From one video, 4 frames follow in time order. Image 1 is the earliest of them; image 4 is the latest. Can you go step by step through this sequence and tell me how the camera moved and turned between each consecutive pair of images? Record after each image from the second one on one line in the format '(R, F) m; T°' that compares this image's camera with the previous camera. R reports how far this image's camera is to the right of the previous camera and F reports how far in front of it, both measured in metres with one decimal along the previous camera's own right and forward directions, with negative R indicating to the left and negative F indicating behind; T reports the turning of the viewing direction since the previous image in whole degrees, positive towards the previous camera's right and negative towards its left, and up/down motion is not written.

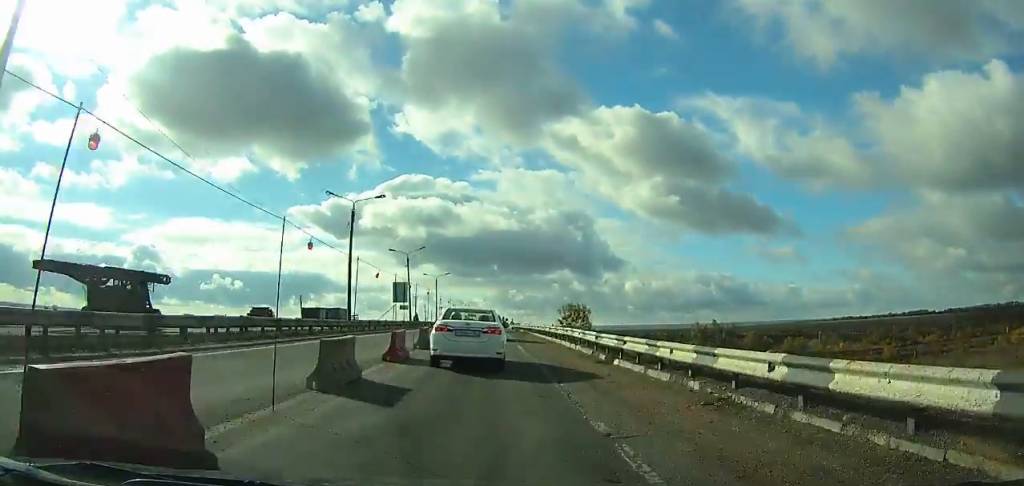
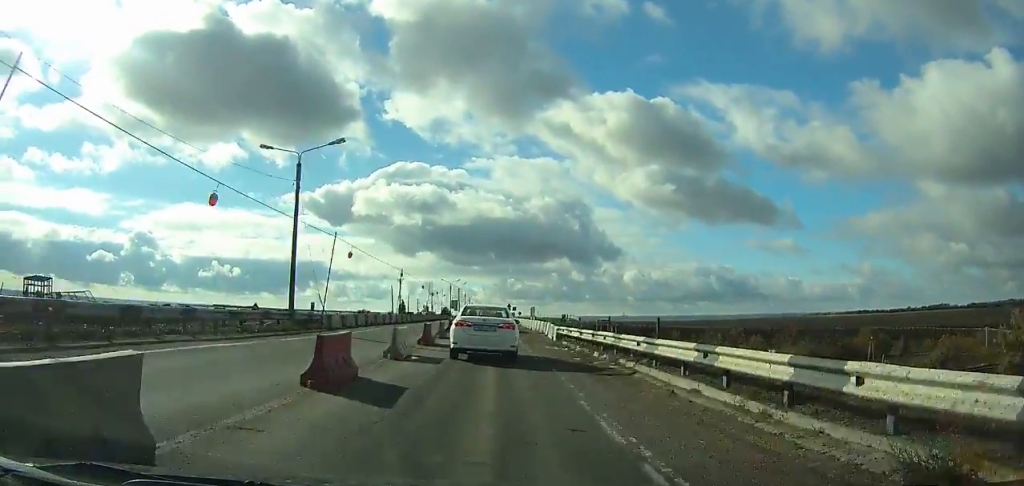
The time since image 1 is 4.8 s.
(-0.4, +61.8) m; 0°
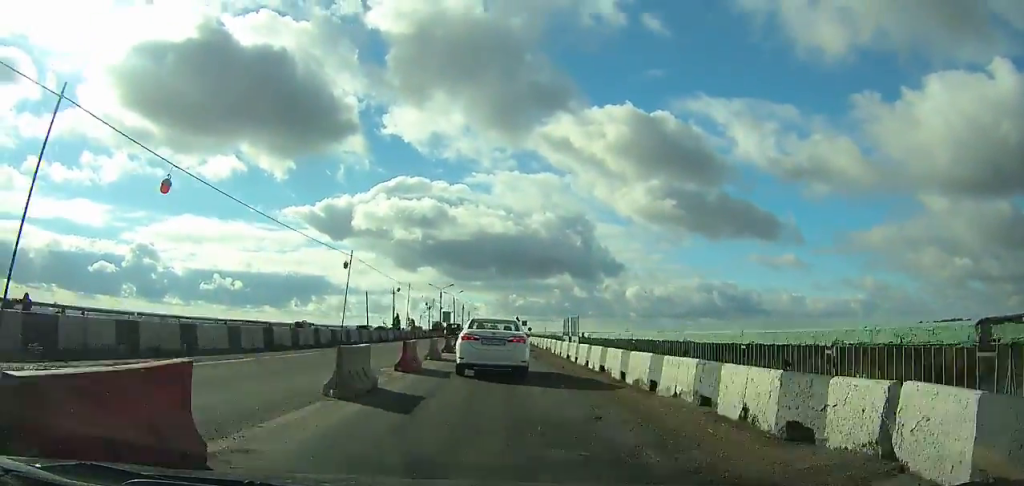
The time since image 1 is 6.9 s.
(0.0, +27.6) m; 0°
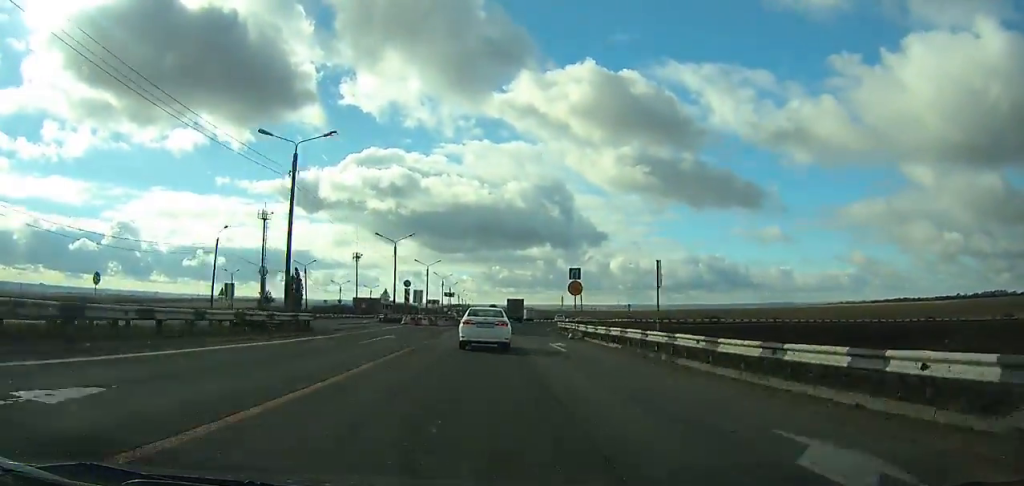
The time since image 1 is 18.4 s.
(+1.3, +158.3) m; +1°
